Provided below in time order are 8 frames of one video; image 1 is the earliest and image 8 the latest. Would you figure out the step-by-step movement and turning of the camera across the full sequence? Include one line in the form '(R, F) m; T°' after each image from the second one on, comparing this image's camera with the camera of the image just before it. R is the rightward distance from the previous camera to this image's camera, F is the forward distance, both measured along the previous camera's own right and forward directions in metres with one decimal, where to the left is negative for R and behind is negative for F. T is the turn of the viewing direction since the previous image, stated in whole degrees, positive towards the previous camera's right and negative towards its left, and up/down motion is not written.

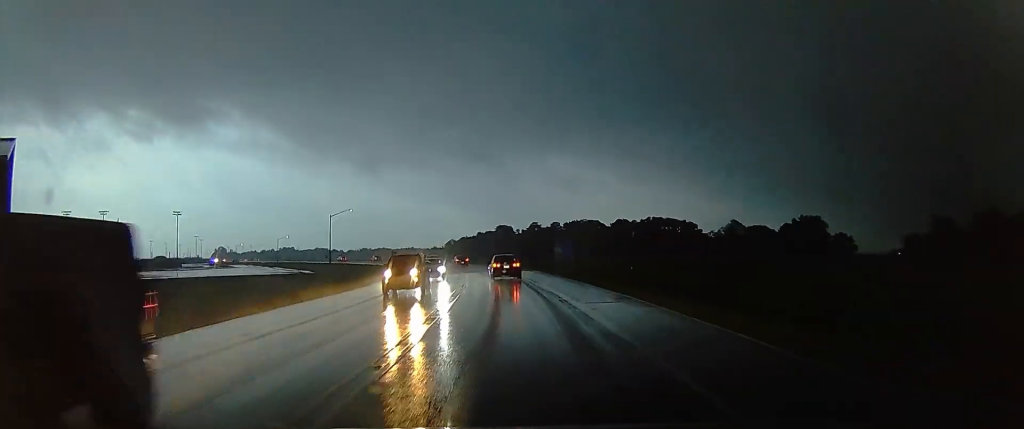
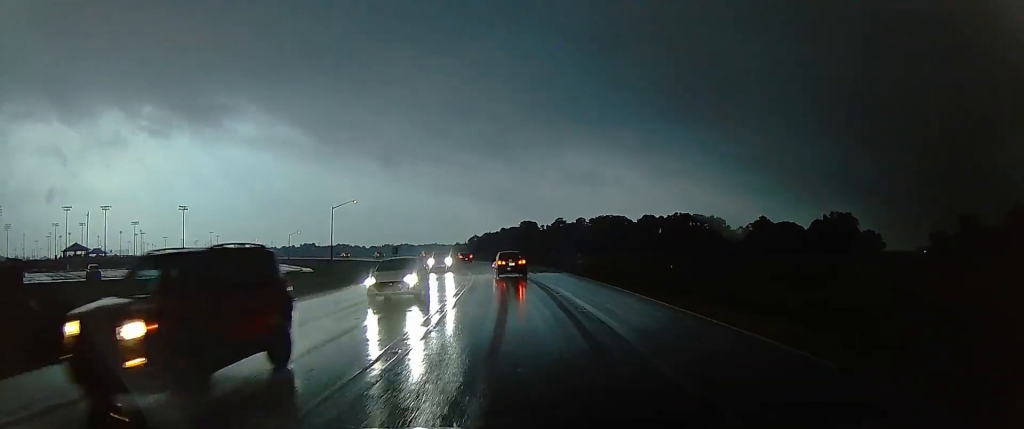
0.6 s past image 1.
(-0.7, +11.5) m; -2°
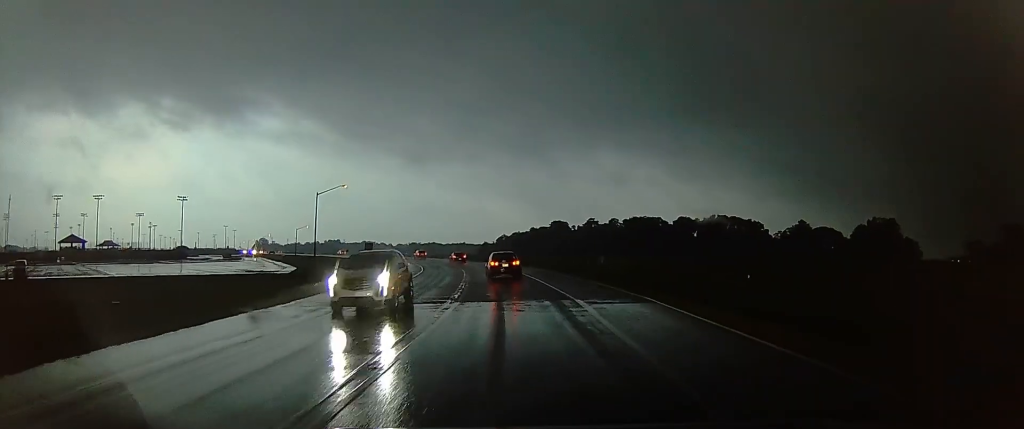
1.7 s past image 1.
(-0.4, +19.1) m; -3°
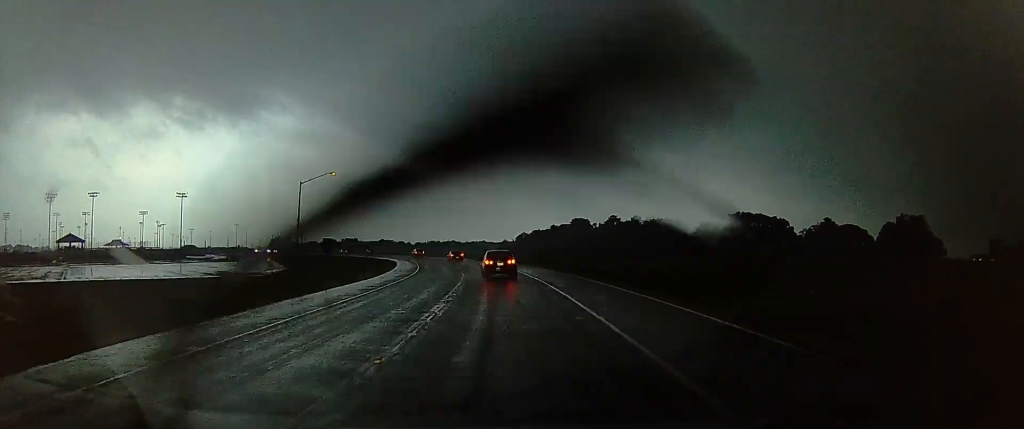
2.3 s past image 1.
(-0.2, +11.9) m; -2°
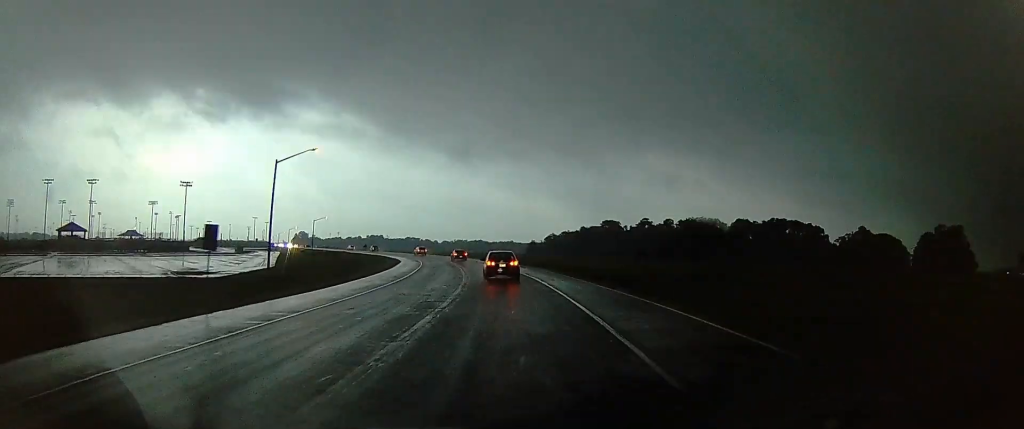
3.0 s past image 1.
(-0.4, +13.2) m; -2°
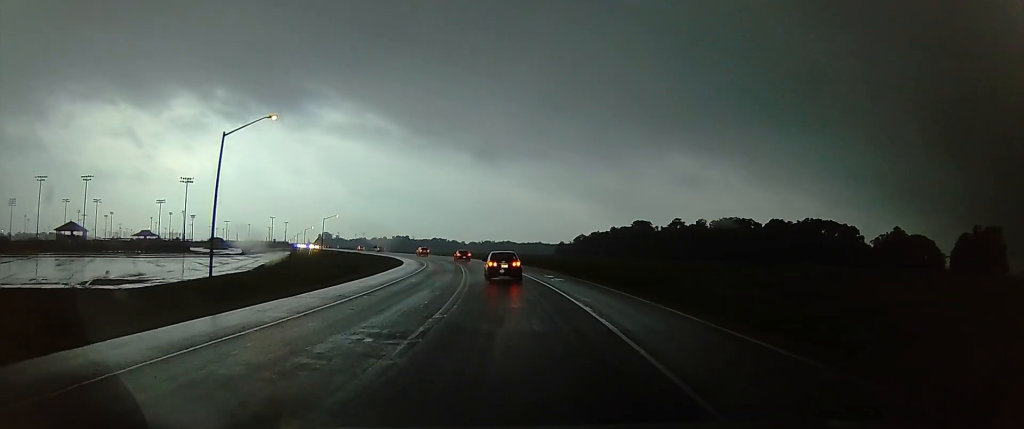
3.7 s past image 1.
(0.0, +14.4) m; -2°
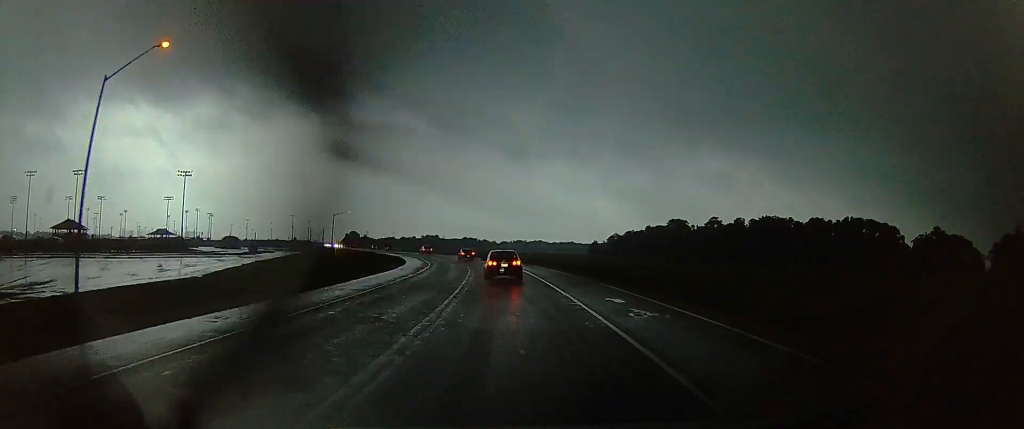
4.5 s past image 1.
(-0.5, +16.2) m; -4°
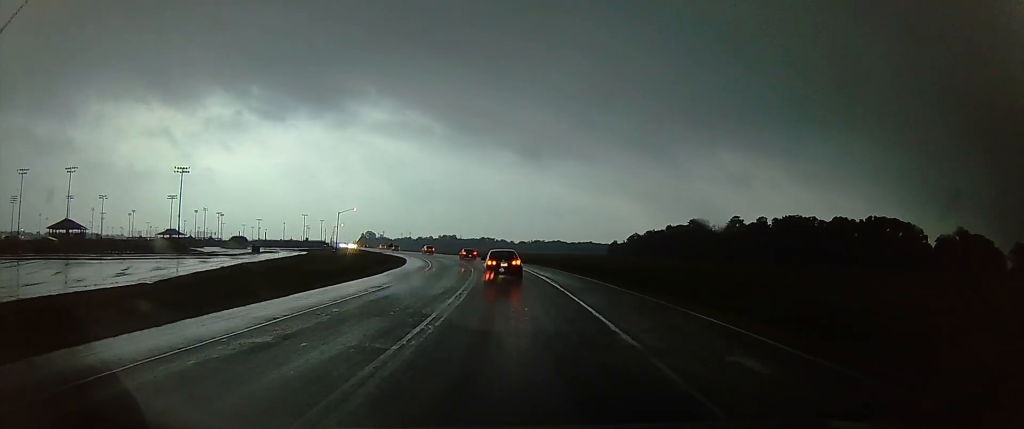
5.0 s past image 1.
(0.0, +9.6) m; -2°
